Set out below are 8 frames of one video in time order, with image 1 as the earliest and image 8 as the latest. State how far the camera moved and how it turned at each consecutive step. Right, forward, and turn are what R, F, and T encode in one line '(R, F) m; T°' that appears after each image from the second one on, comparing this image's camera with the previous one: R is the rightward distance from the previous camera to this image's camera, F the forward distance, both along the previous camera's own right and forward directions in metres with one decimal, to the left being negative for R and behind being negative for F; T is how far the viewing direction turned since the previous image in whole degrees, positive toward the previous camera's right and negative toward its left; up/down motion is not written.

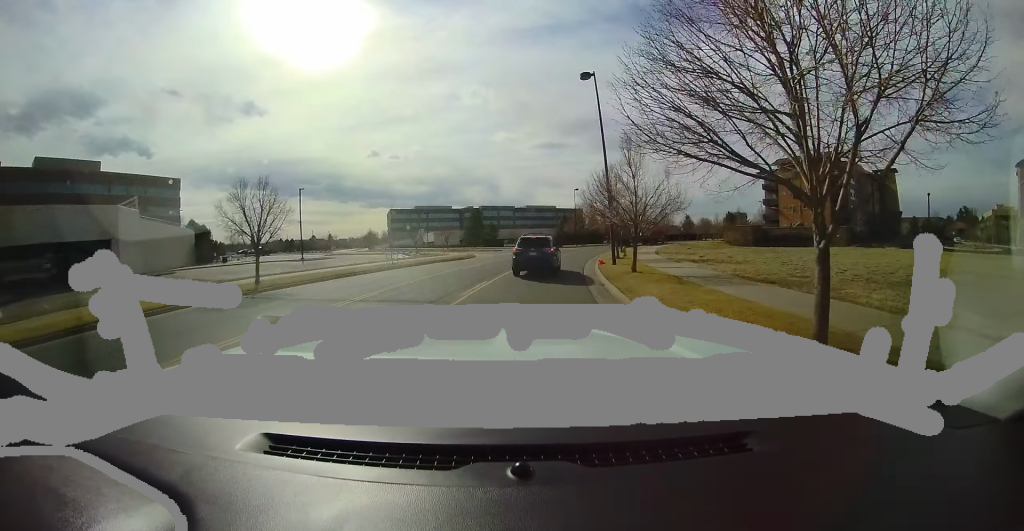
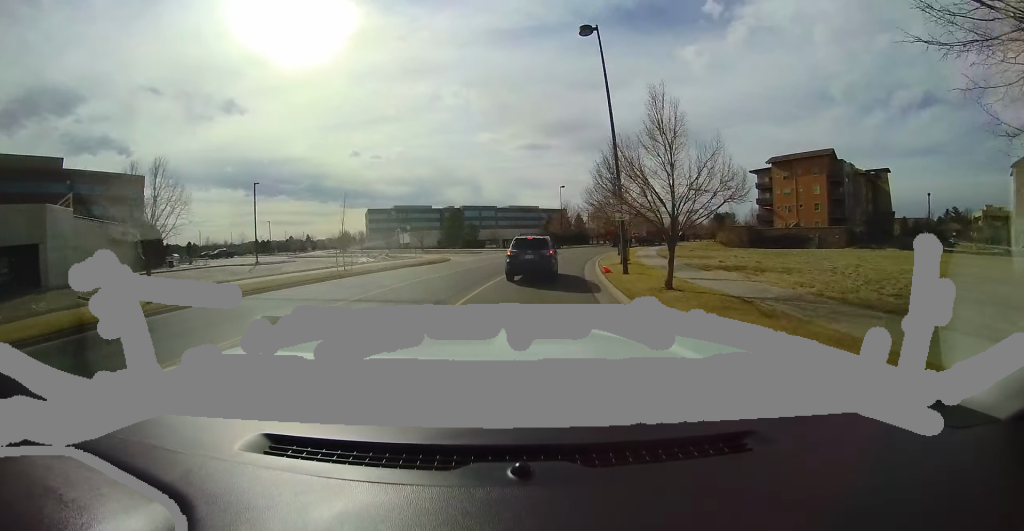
(+0.1, +5.4) m; +5°
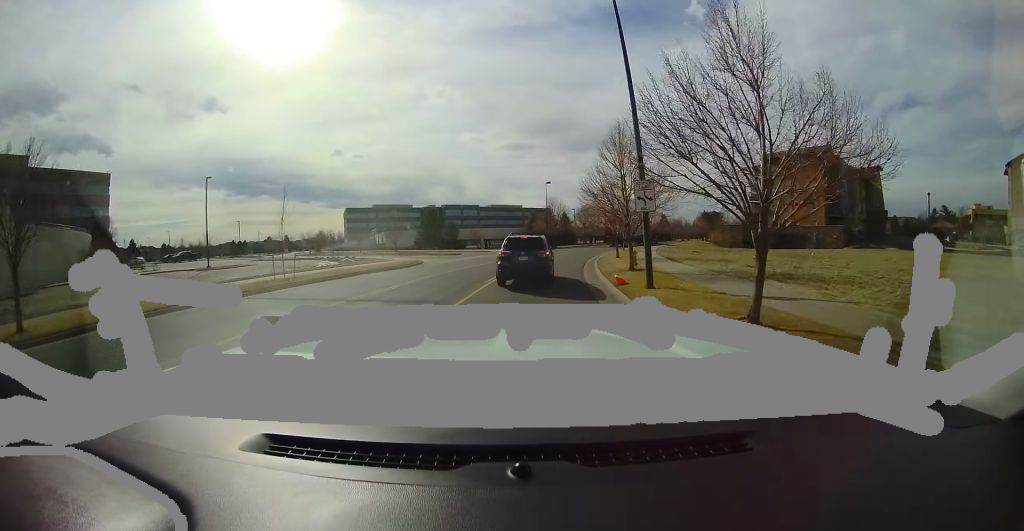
(+0.3, +4.5) m; +5°
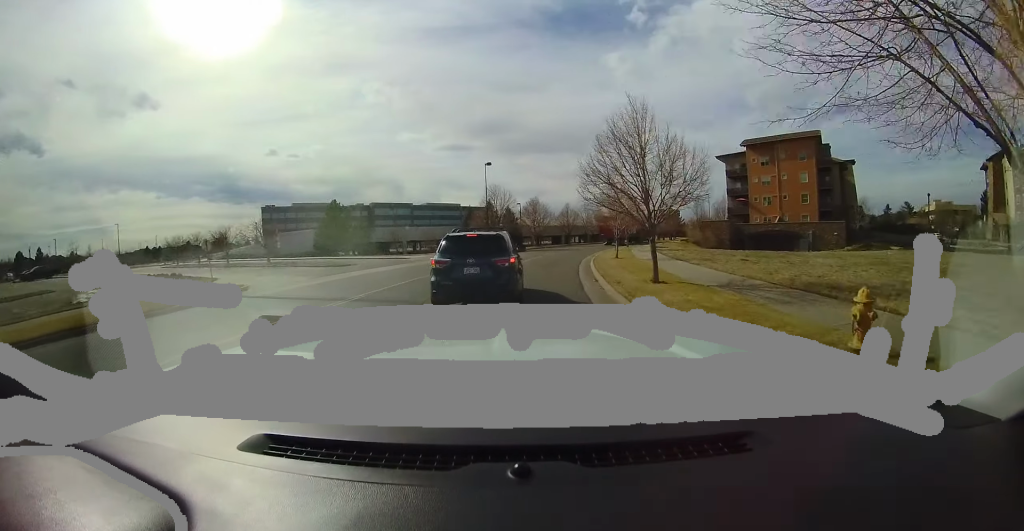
(+2.5, +15.1) m; +15°
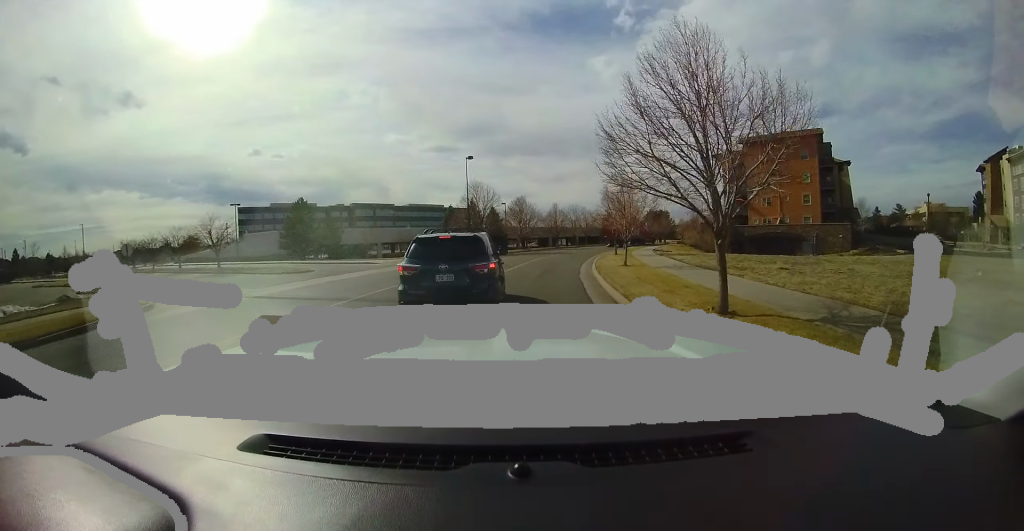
(0.0, +4.7) m; +2°
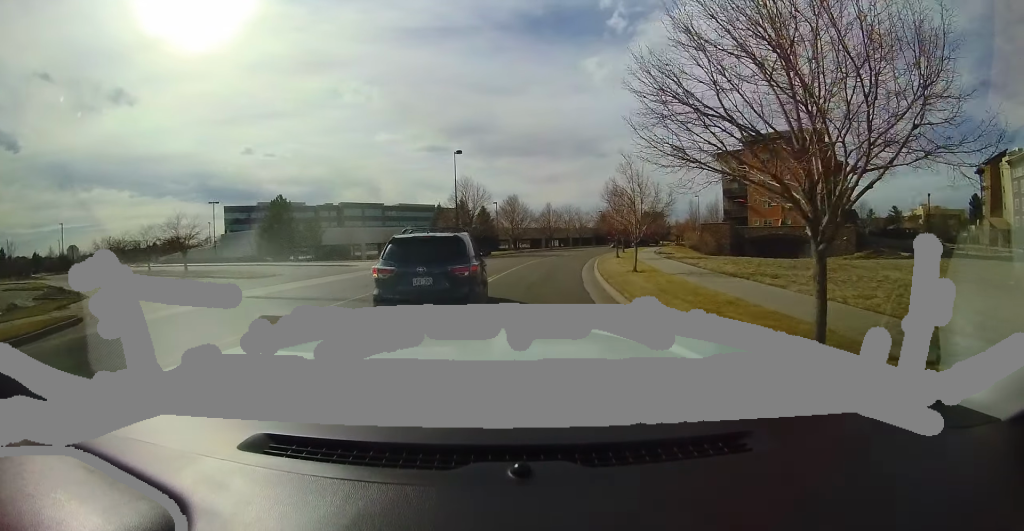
(+0.1, +2.9) m; +2°
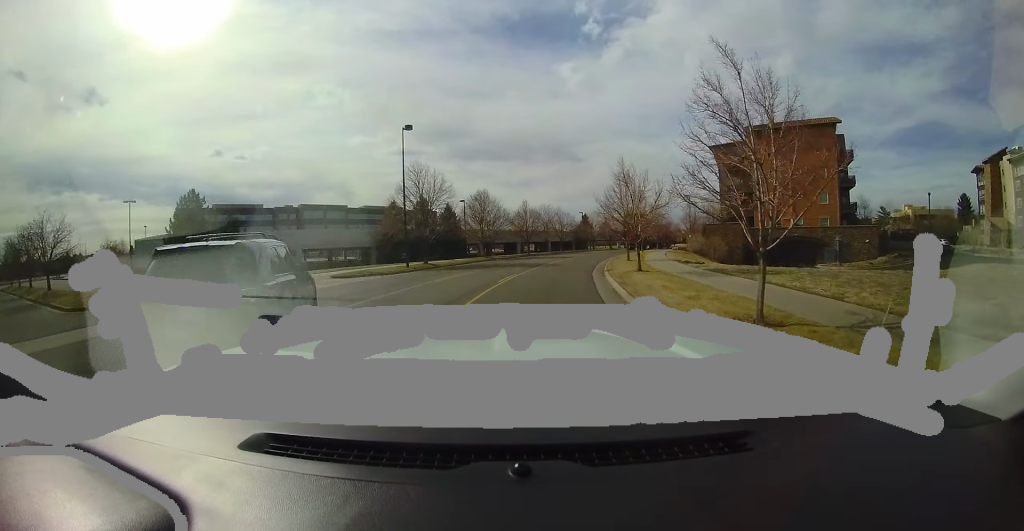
(+0.6, +9.8) m; 0°
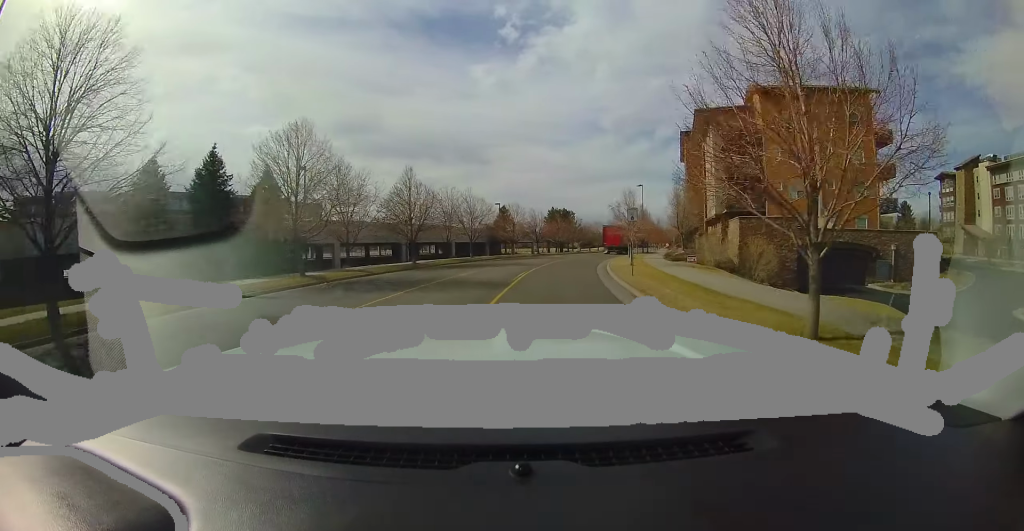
(+0.6, +18.7) m; +11°
